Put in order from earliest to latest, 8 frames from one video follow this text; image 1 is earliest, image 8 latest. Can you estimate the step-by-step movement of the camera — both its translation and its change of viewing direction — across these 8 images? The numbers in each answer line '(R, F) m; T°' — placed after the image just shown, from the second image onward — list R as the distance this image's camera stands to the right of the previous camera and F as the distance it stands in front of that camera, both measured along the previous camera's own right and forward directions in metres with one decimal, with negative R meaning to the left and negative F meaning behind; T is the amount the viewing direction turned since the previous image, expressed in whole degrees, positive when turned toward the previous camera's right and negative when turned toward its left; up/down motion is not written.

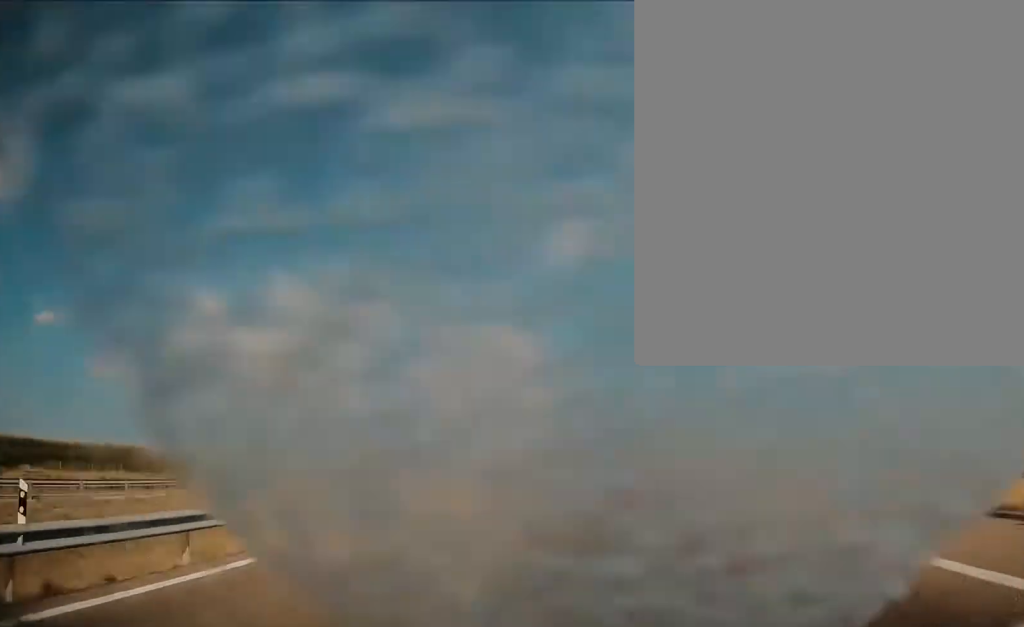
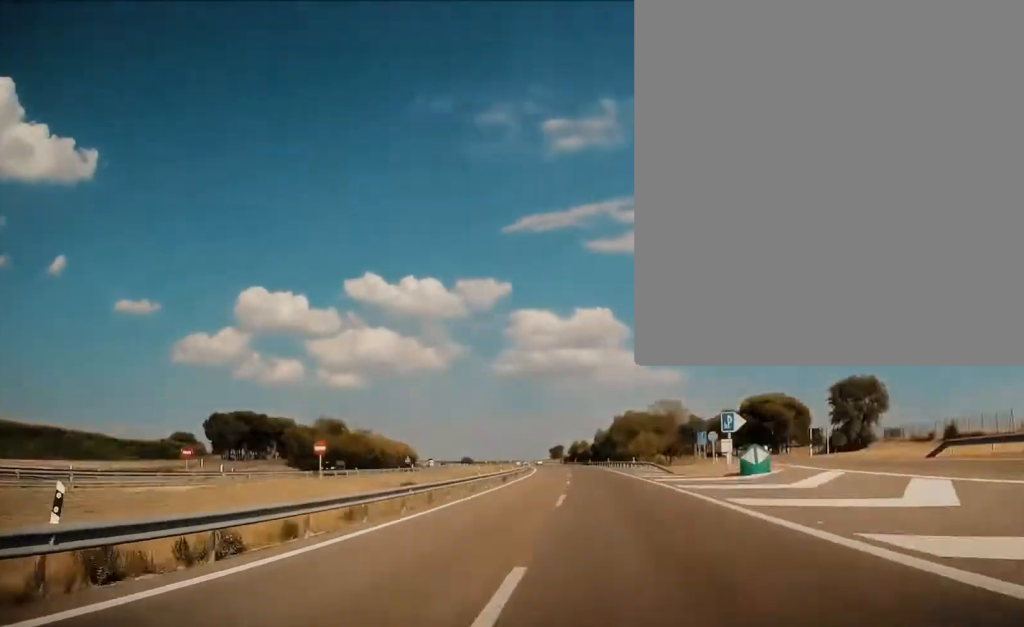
(-6.2, +225.2) m; -7°
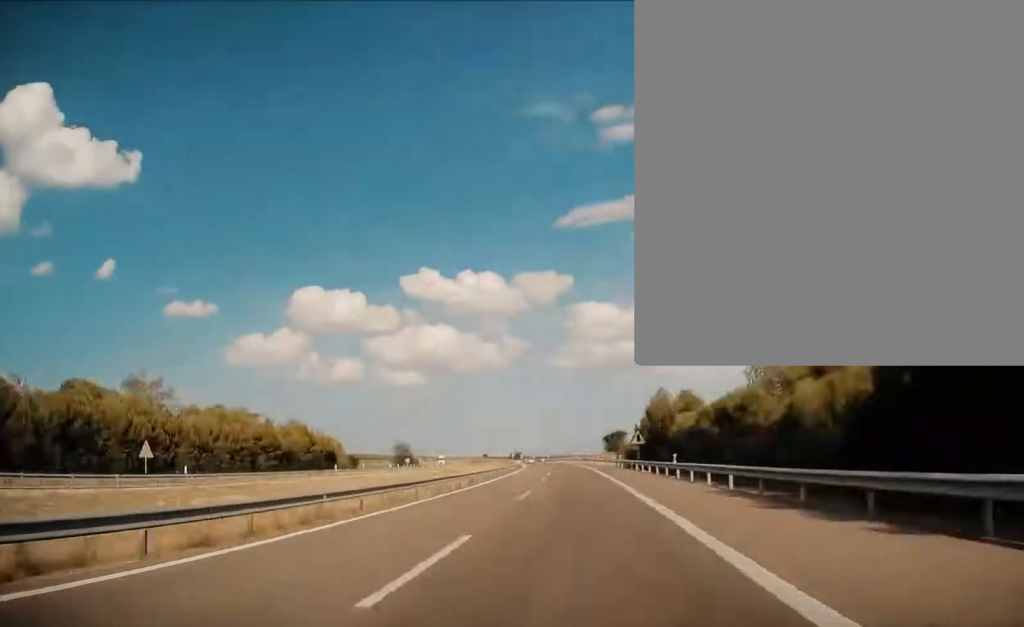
(-13.2, +130.3) m; -4°
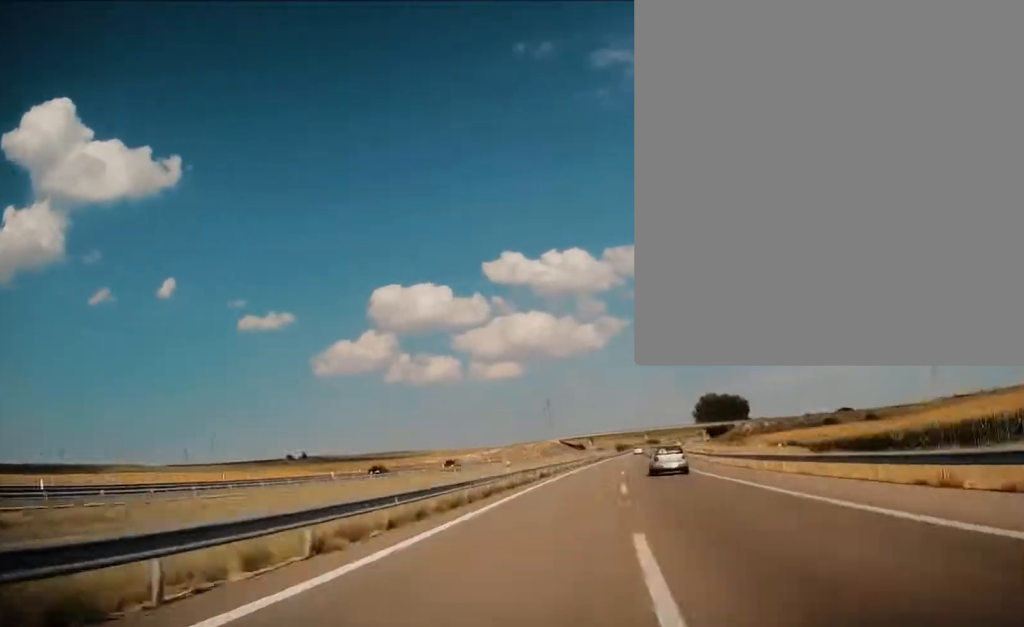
(-39.4, +662.4) m; +5°
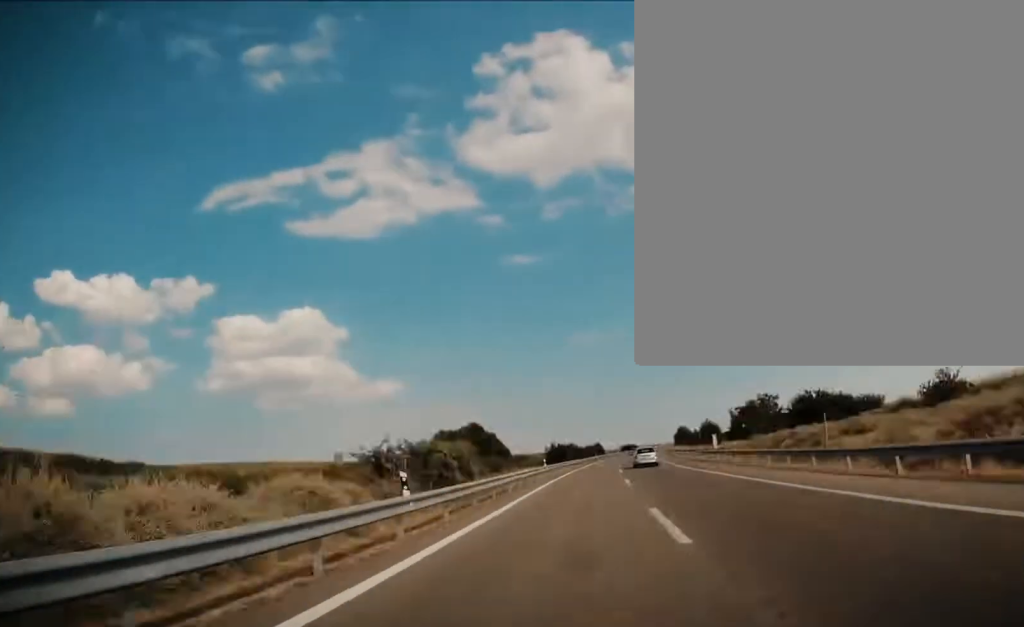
(+199.4, +693.9) m; +29°
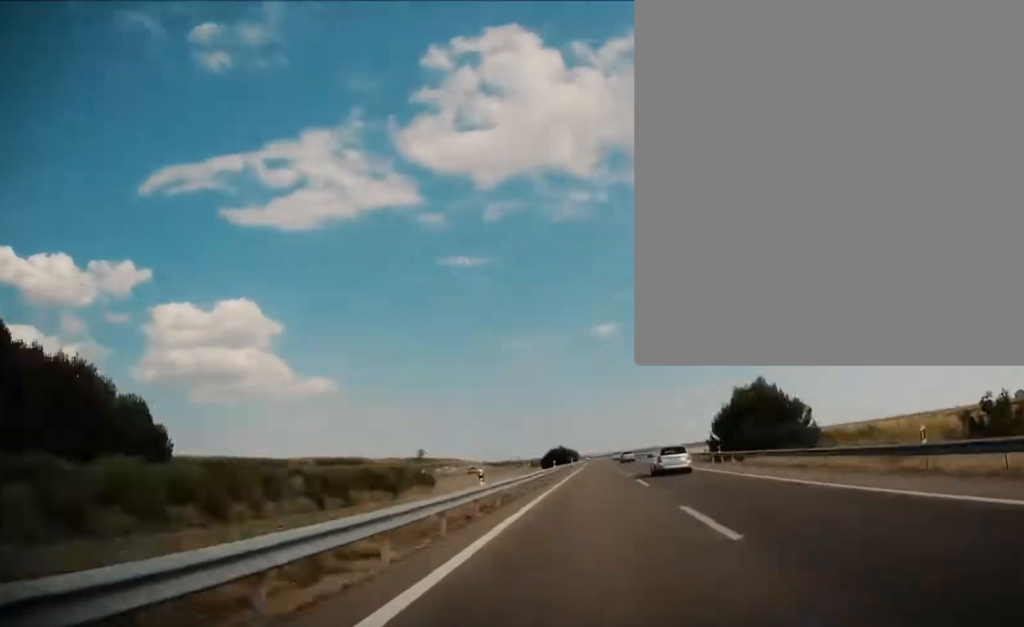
(+8.4, +155.5) m; -1°
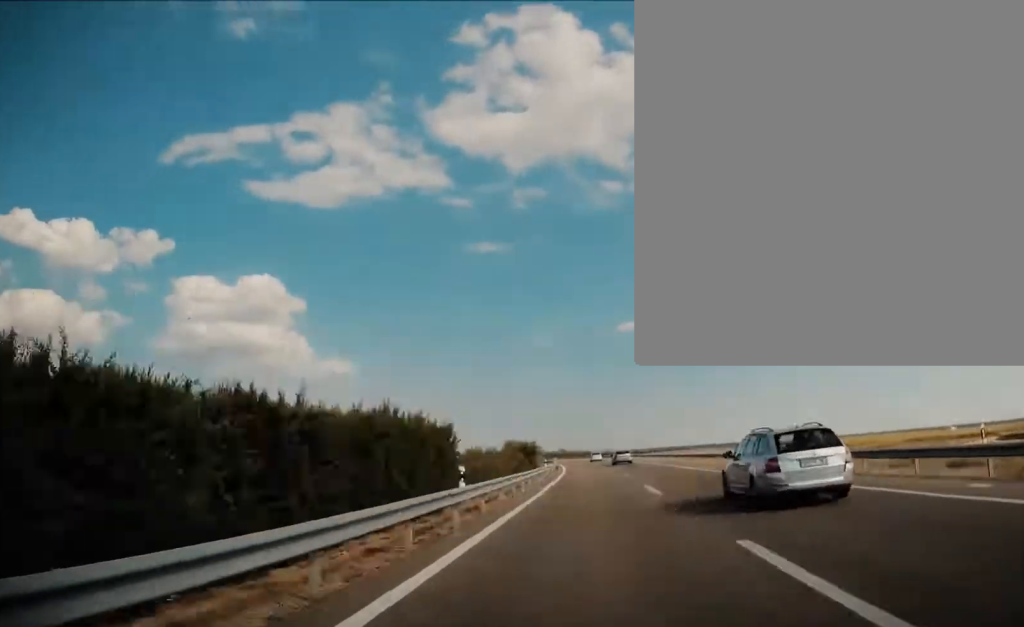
(+4.2, +195.9) m; -3°
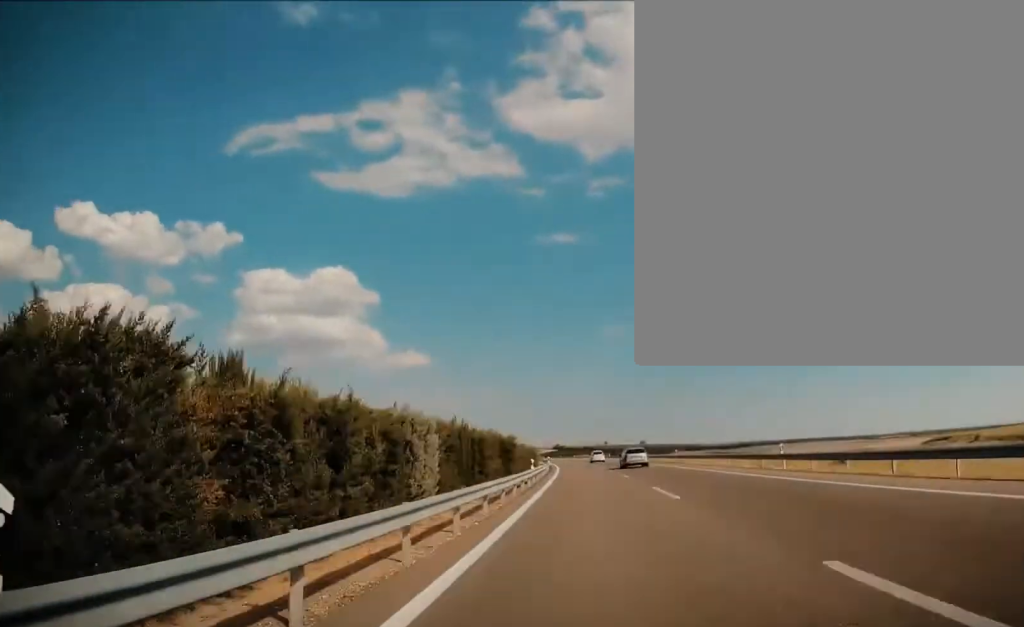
(-8.6, +174.7) m; -7°
